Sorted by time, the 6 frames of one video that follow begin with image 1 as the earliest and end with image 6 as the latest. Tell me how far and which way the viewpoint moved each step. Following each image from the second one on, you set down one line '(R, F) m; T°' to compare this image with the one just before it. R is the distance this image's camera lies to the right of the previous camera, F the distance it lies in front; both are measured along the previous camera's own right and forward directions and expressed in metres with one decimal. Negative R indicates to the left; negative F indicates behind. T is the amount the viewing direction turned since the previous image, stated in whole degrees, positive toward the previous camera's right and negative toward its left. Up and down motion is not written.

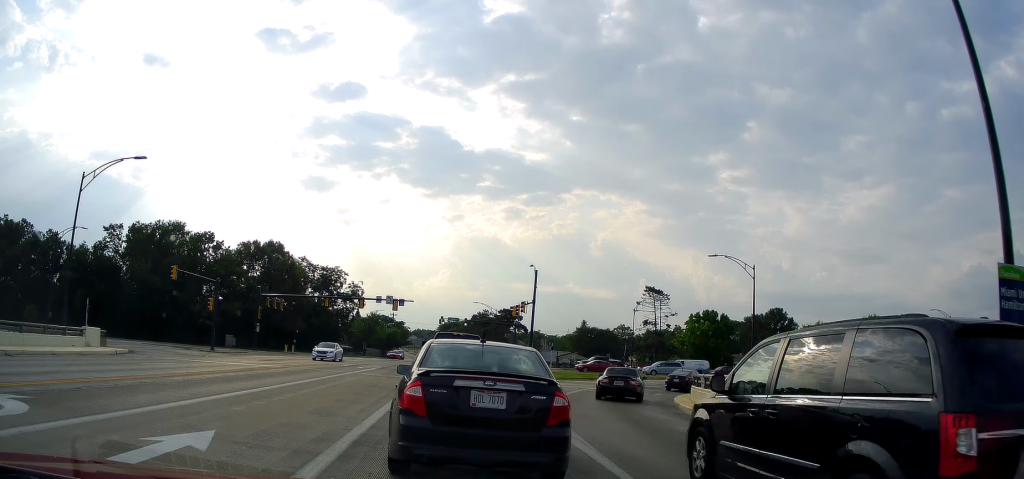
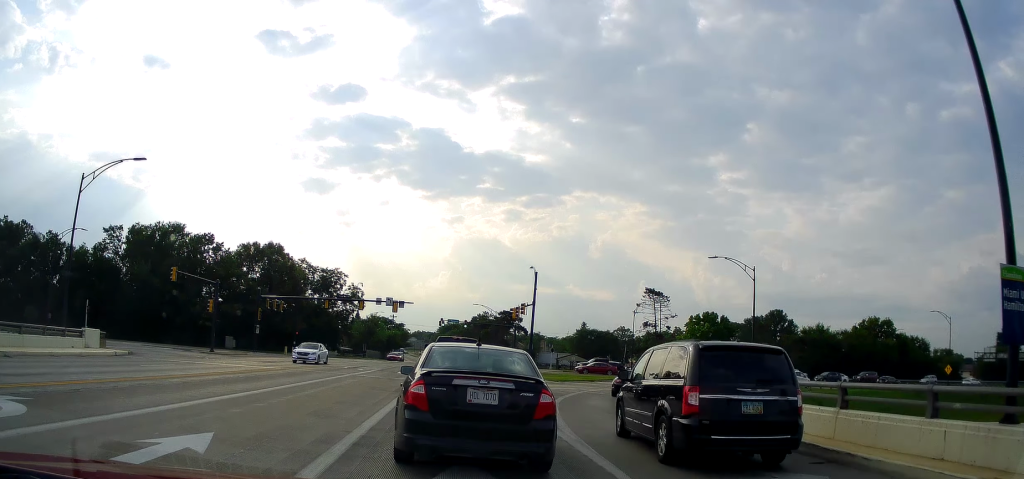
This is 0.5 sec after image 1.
(0.0, 0.0) m; 0°
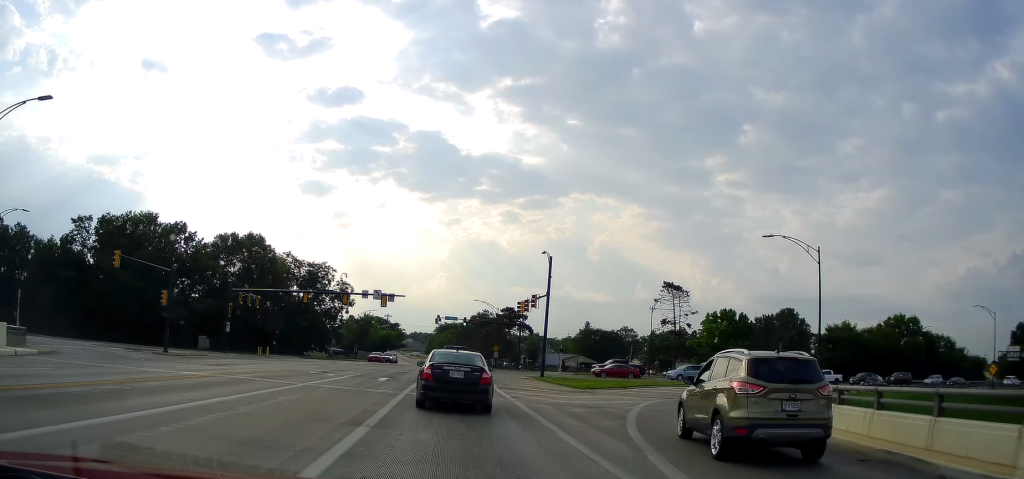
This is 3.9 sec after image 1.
(+0.2, +1.6) m; 0°
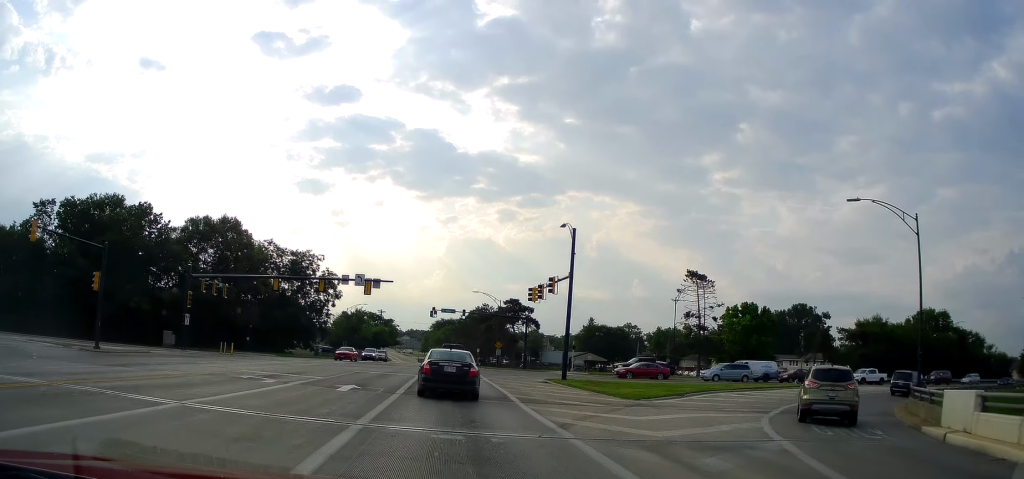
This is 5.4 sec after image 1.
(+0.1, +6.0) m; +3°
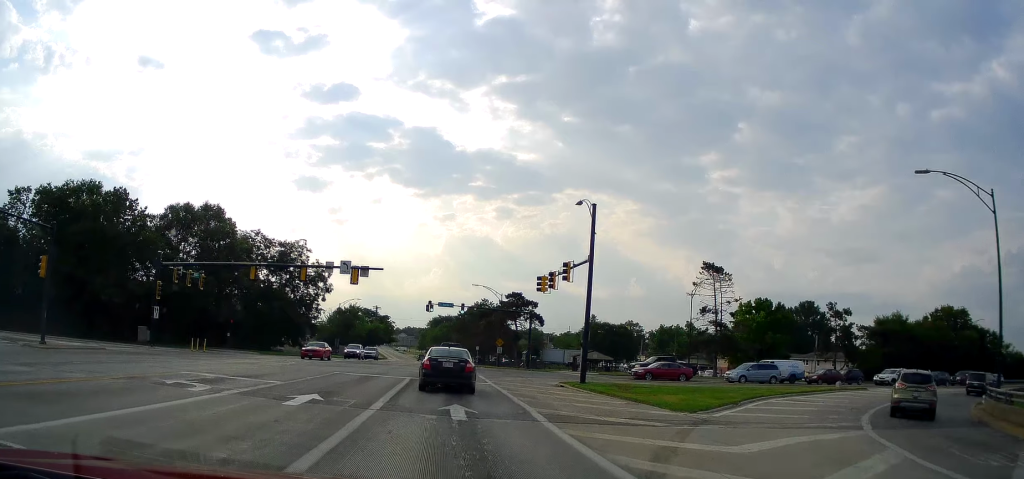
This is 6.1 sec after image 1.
(+0.1, +4.3) m; +3°
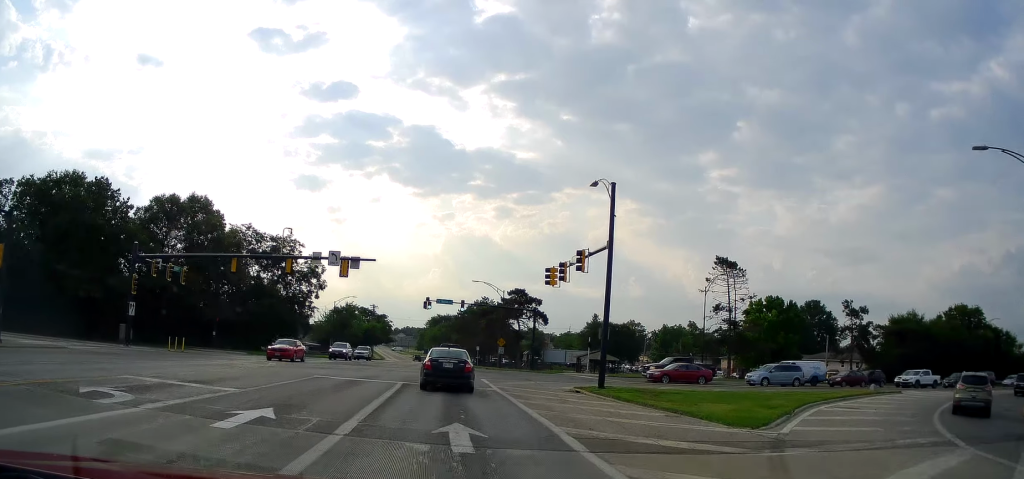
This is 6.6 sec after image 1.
(+0.1, +3.3) m; +1°
